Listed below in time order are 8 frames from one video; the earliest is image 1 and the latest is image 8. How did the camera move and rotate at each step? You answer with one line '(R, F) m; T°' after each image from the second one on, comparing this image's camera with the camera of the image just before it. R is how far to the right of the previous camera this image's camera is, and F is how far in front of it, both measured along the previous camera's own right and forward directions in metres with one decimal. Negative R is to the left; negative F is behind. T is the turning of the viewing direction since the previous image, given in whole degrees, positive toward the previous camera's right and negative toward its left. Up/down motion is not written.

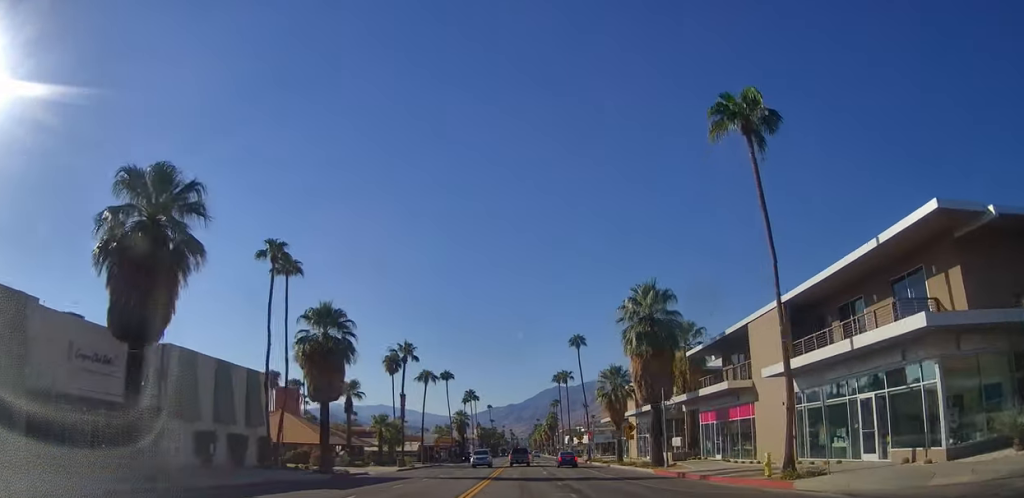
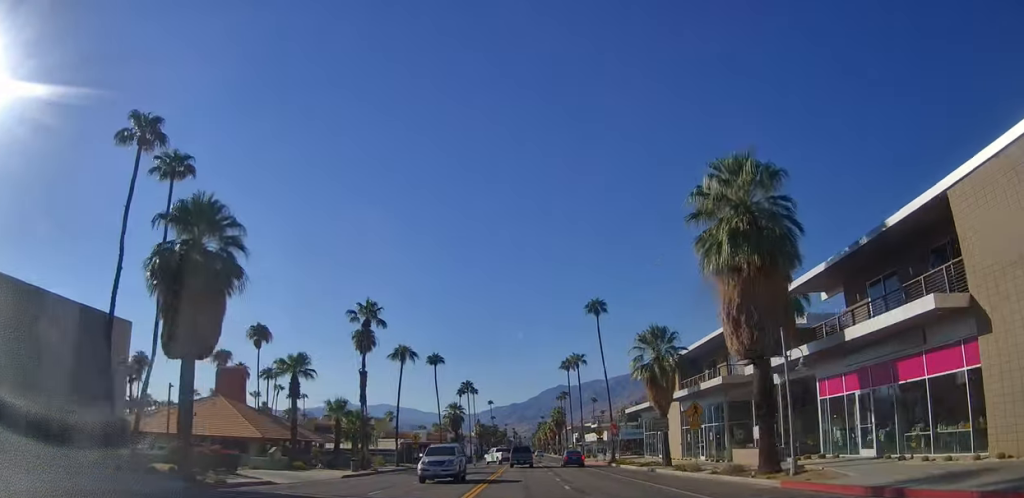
(0.0, +18.0) m; 0°
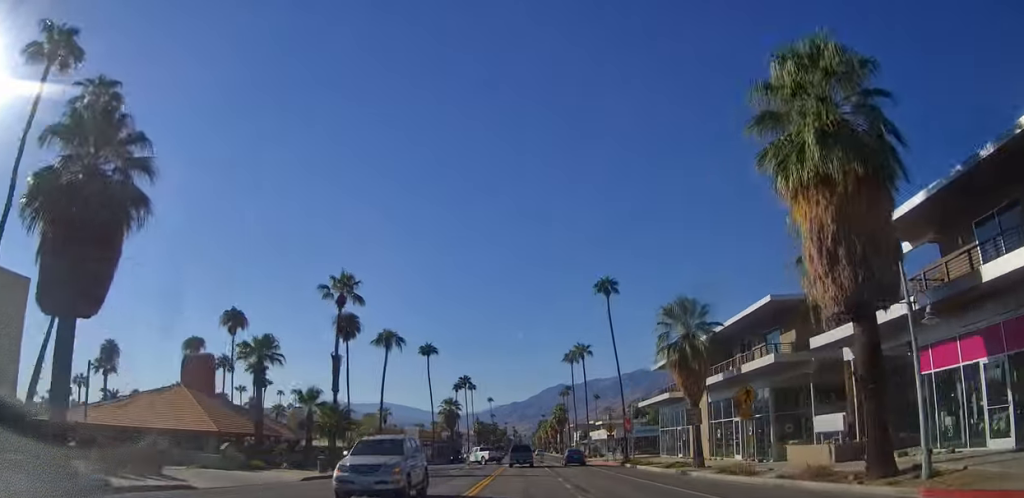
(0.0, +7.6) m; 0°
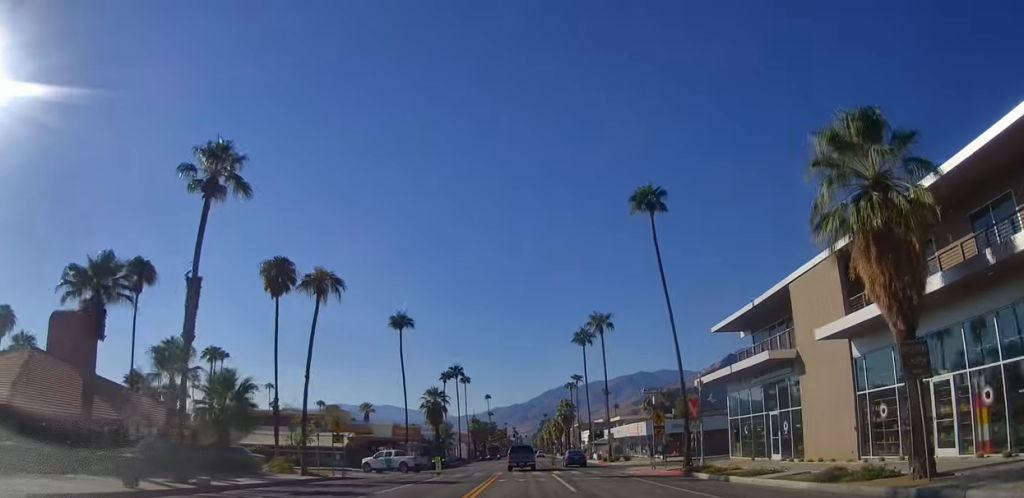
(0.0, +20.2) m; -1°
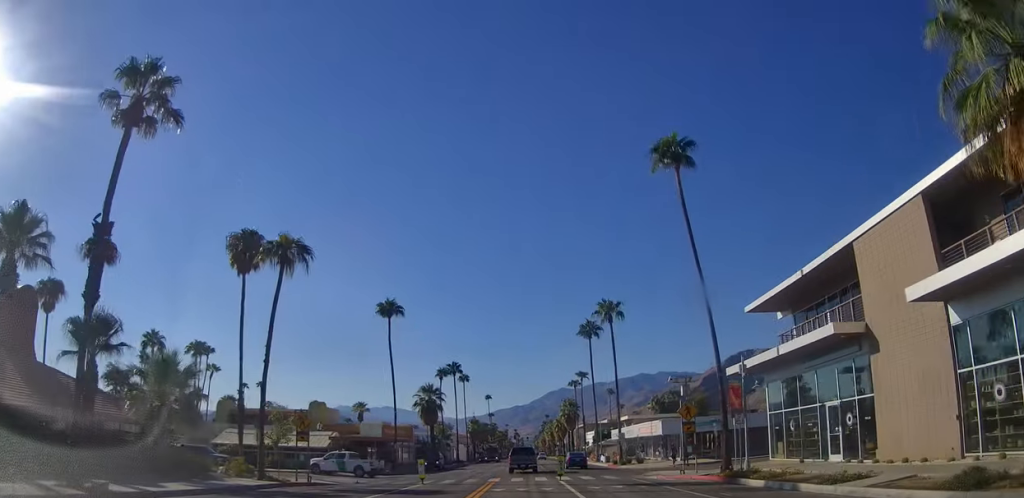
(+0.1, +6.5) m; -1°
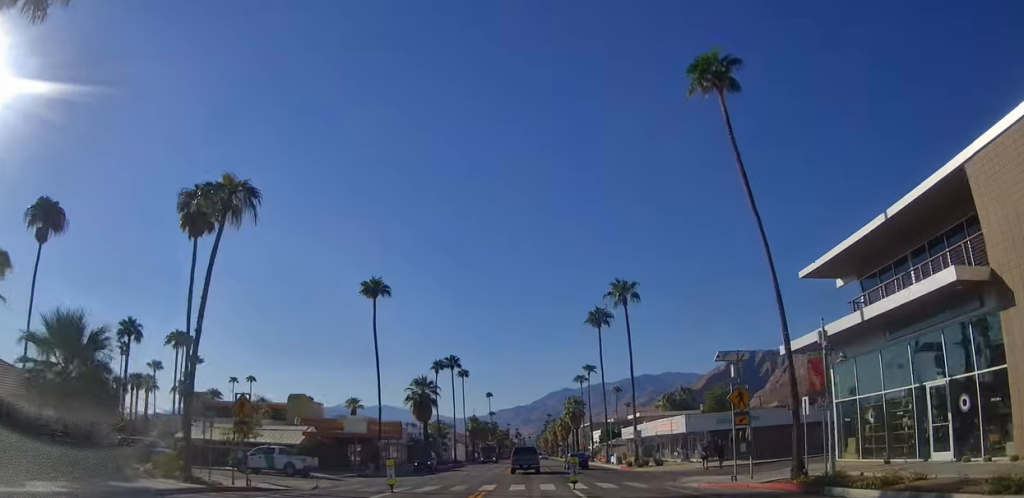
(-0.1, +7.3) m; -1°
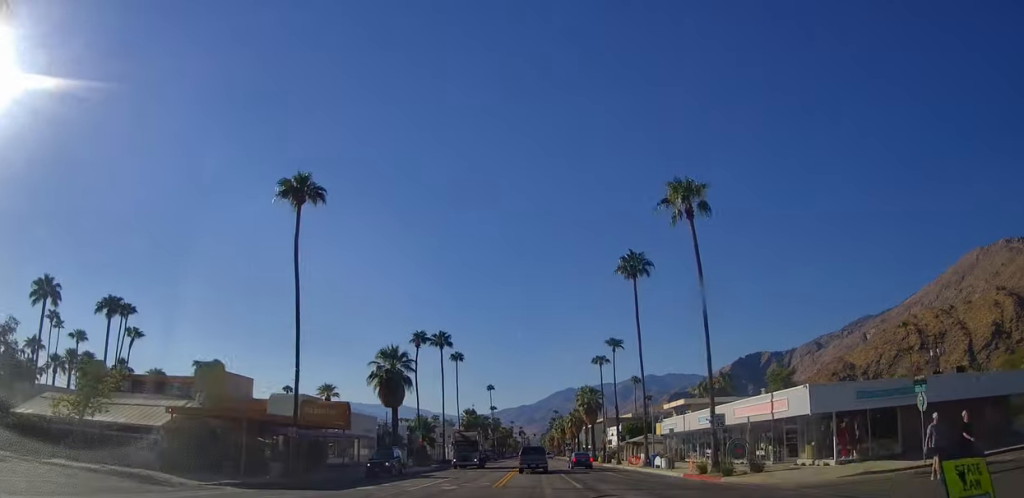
(-0.4, +20.0) m; 0°
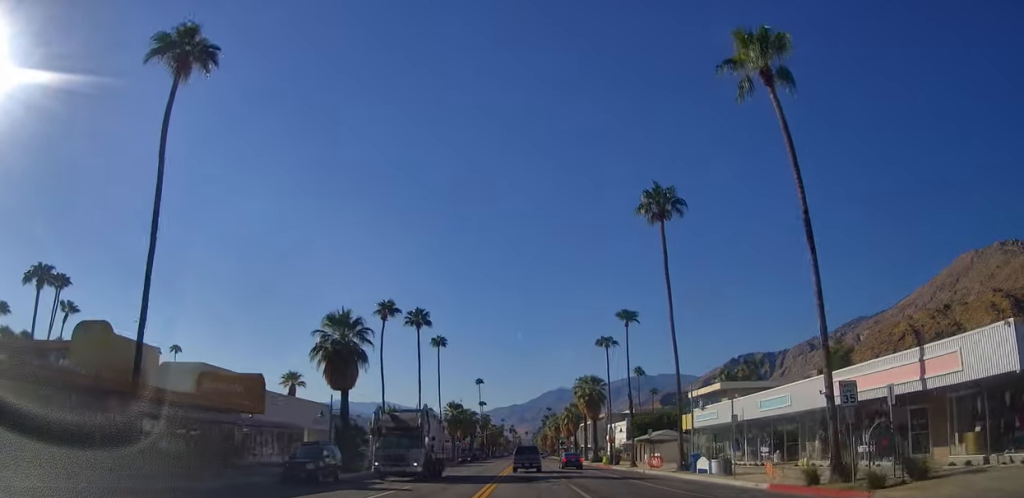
(+0.3, +13.1) m; +3°
